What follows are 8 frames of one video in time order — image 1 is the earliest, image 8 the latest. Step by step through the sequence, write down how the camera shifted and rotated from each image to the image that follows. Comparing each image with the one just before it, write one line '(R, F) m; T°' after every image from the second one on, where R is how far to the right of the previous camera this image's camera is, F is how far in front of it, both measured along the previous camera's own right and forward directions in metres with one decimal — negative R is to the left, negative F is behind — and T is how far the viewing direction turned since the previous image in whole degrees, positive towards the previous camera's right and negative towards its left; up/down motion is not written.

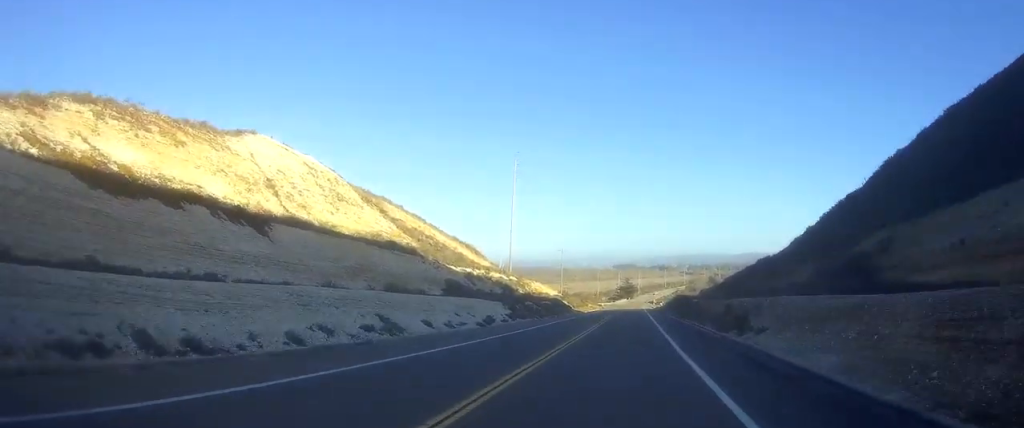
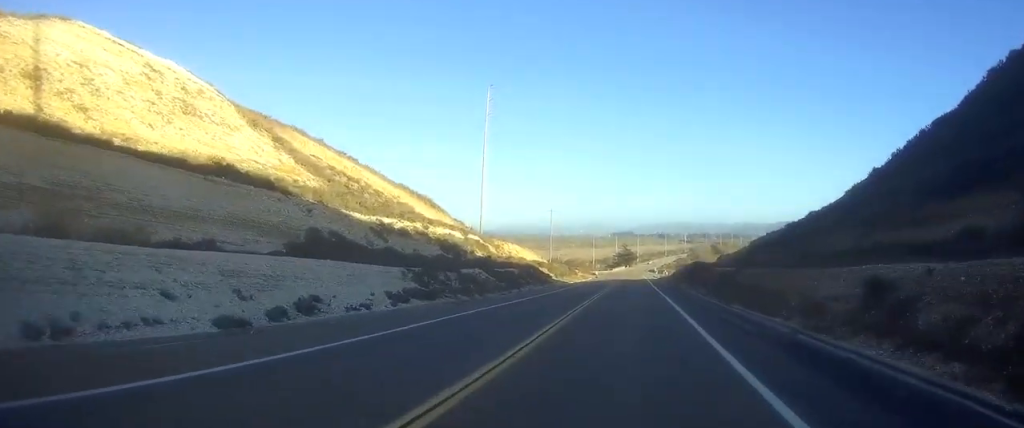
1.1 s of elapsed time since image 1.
(+0.3, +27.9) m; +1°
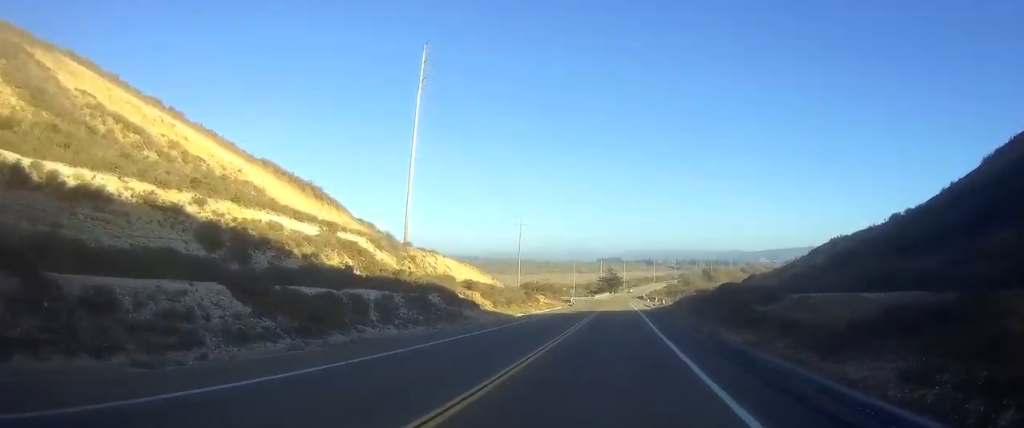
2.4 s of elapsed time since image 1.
(+0.1, +35.2) m; +1°
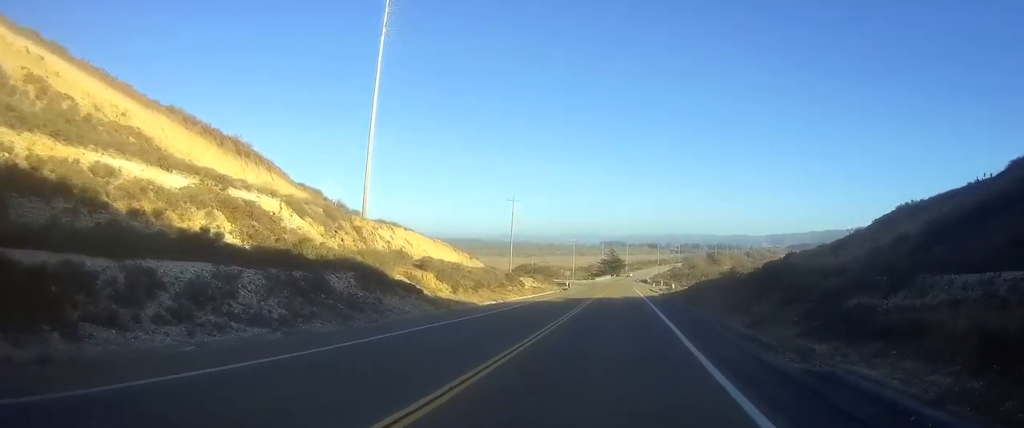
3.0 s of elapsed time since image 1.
(+0.2, +15.1) m; 0°
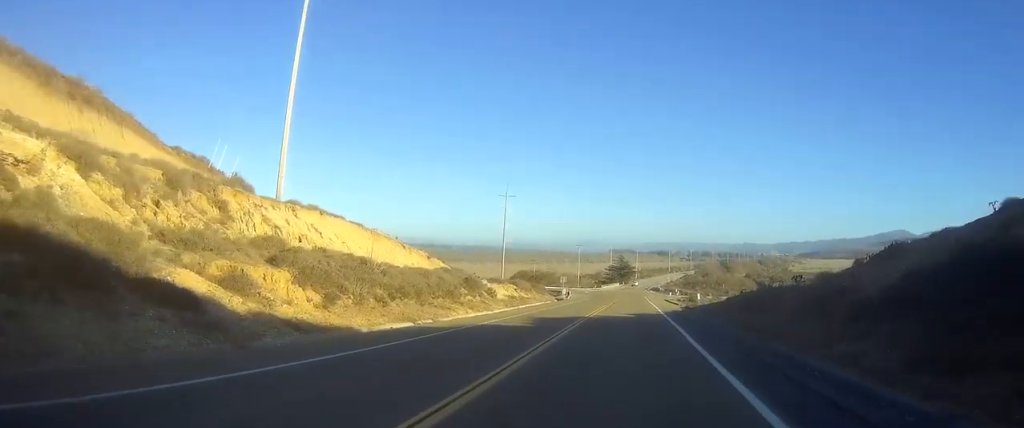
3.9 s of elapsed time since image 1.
(+0.1, +20.8) m; -1°
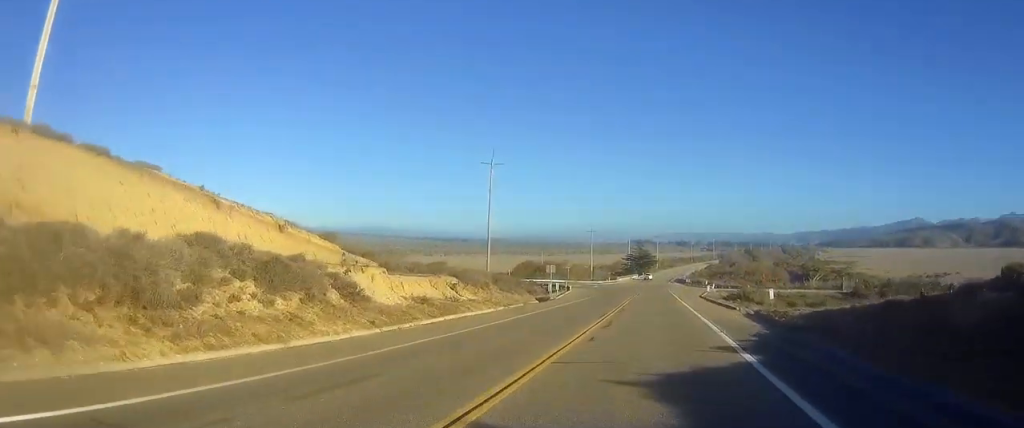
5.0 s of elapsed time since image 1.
(-0.5, +28.7) m; -1°
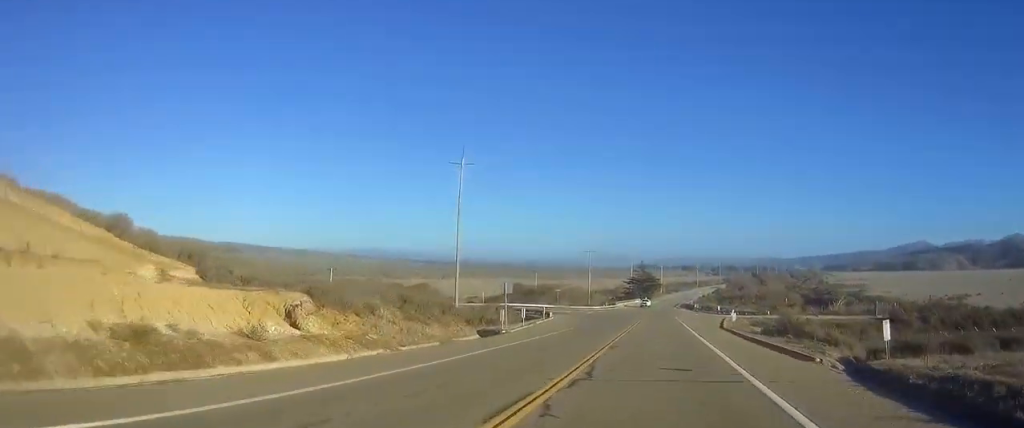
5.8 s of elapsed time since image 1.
(0.0, +18.6) m; -1°
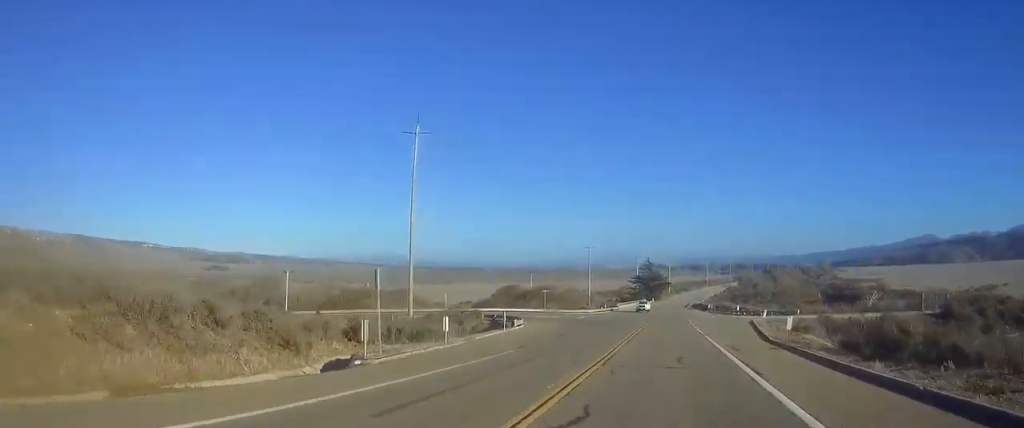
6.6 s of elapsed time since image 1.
(0.0, +18.4) m; 0°
